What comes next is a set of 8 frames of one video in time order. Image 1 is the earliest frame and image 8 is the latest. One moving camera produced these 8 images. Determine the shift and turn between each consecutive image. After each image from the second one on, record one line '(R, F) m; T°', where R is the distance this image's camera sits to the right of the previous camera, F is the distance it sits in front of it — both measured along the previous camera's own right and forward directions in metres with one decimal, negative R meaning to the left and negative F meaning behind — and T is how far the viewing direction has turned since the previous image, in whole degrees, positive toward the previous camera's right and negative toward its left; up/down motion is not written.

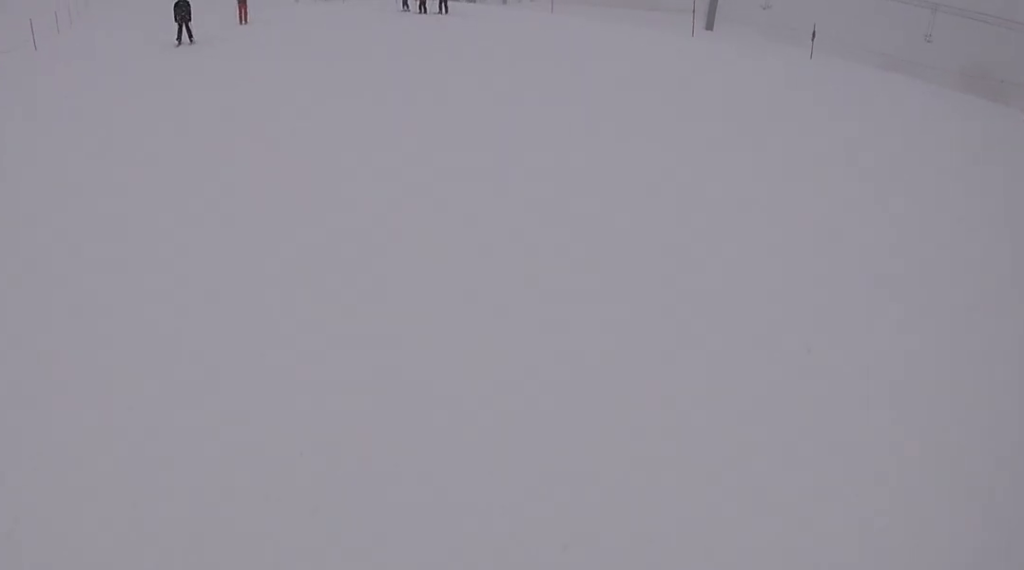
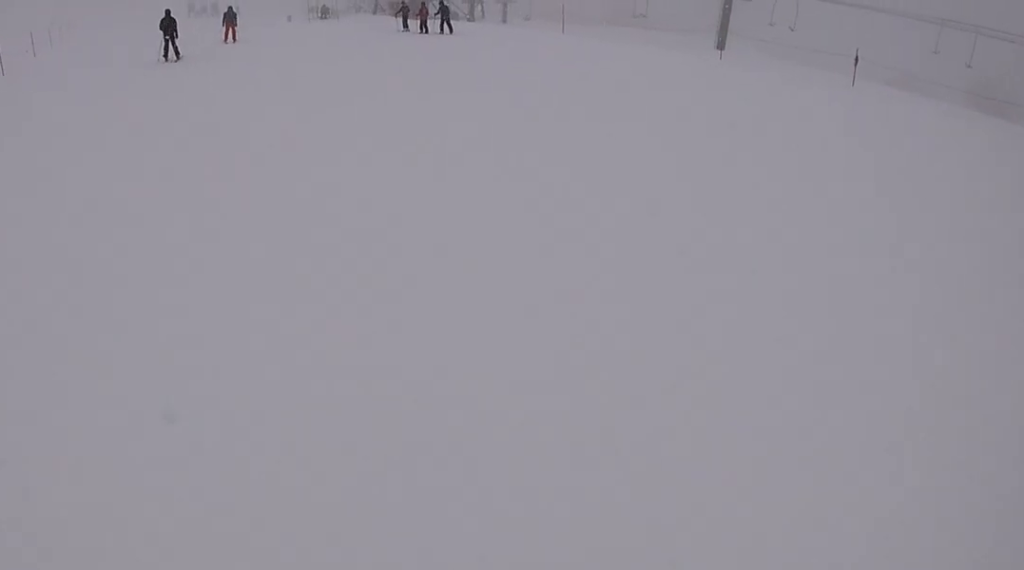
(-0.1, +3.0) m; 0°
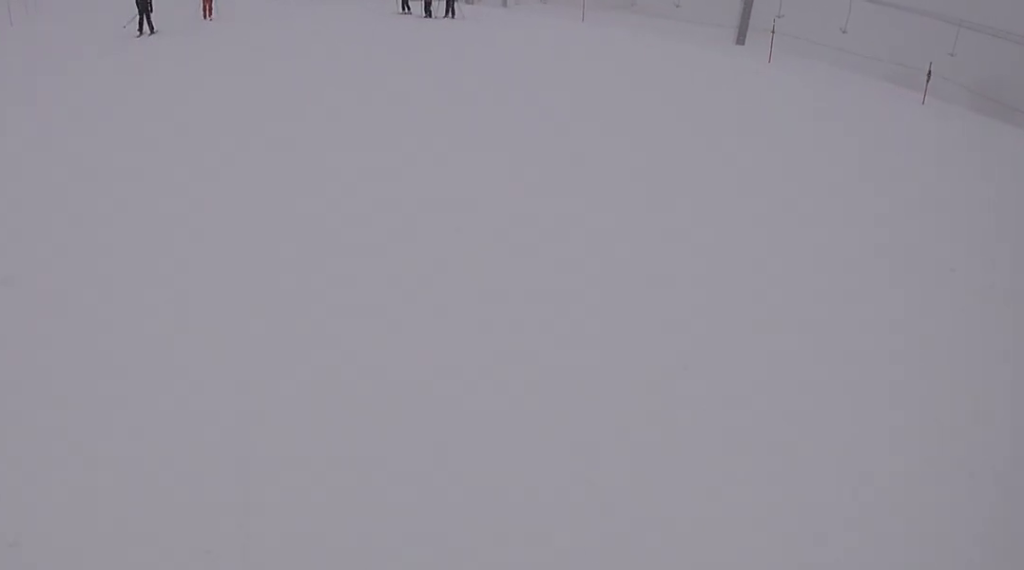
(0.0, +4.0) m; +1°
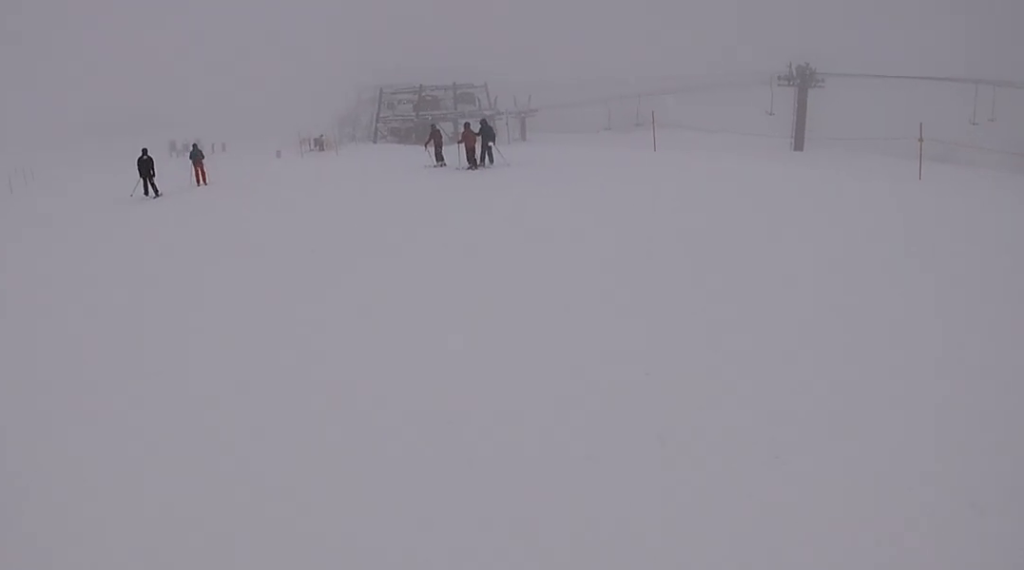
(+0.3, +7.4) m; +1°
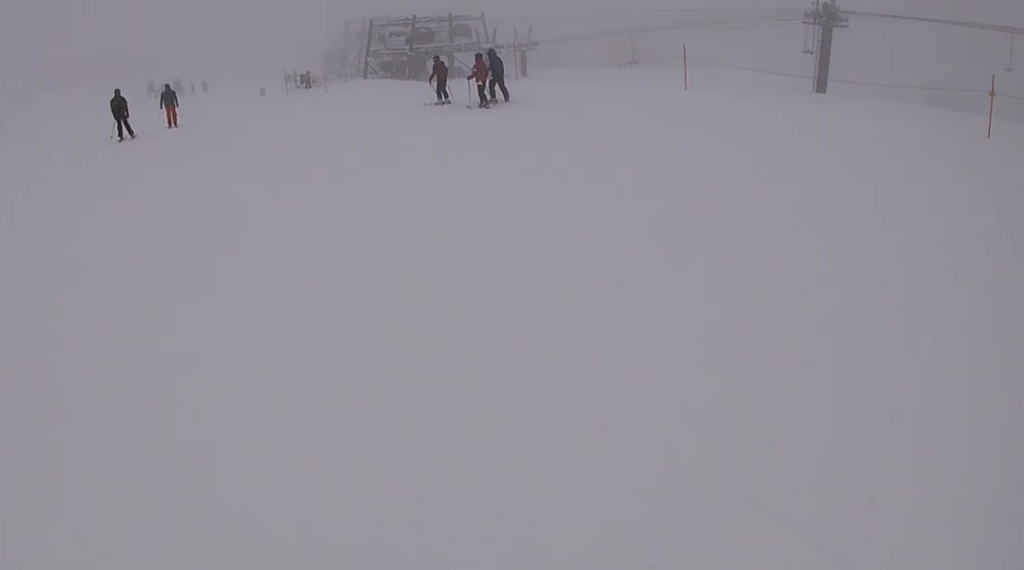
(0.0, +2.5) m; -1°
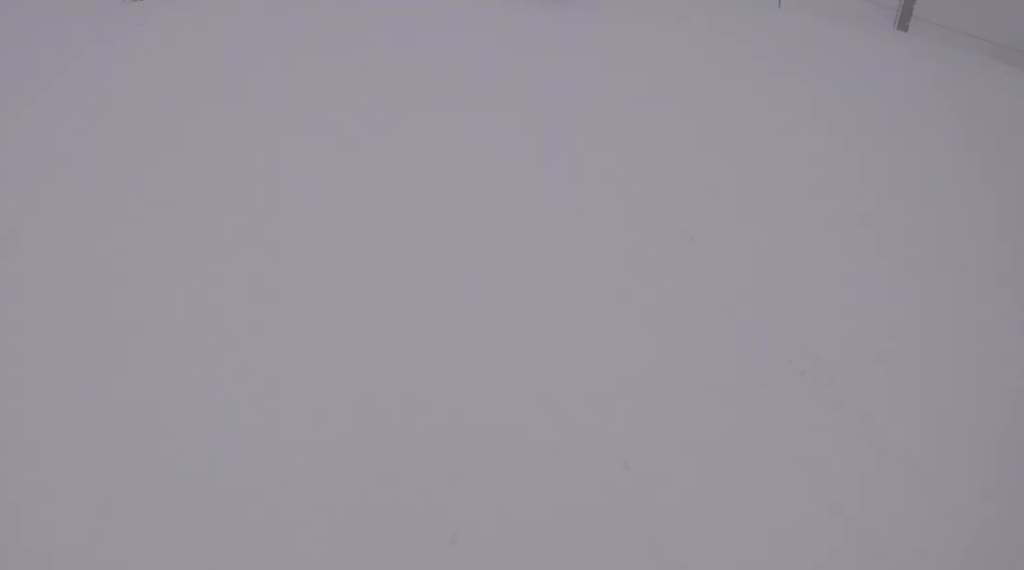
(-0.1, +2.2) m; -1°
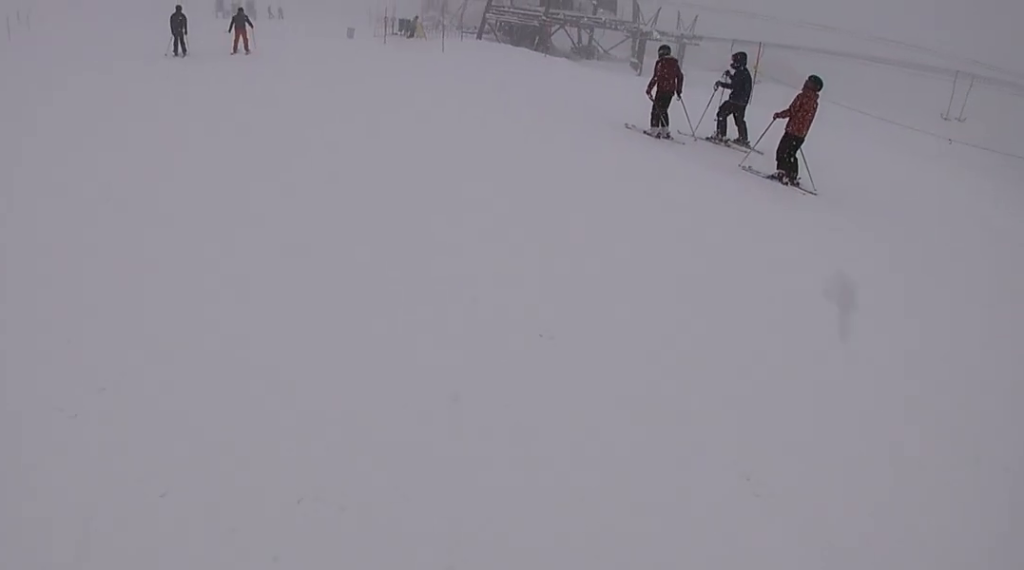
(-0.1, +8.8) m; -3°
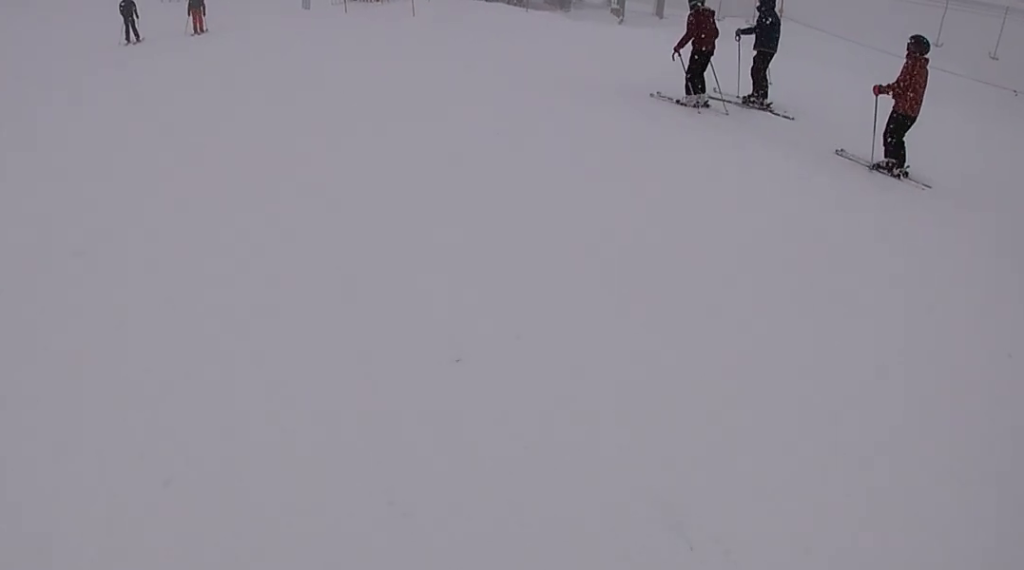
(-0.2, +3.0) m; -3°
